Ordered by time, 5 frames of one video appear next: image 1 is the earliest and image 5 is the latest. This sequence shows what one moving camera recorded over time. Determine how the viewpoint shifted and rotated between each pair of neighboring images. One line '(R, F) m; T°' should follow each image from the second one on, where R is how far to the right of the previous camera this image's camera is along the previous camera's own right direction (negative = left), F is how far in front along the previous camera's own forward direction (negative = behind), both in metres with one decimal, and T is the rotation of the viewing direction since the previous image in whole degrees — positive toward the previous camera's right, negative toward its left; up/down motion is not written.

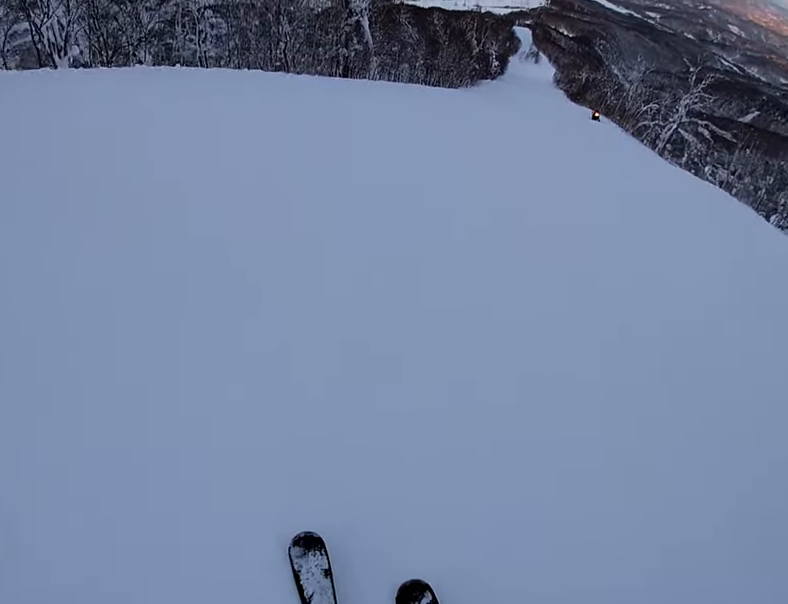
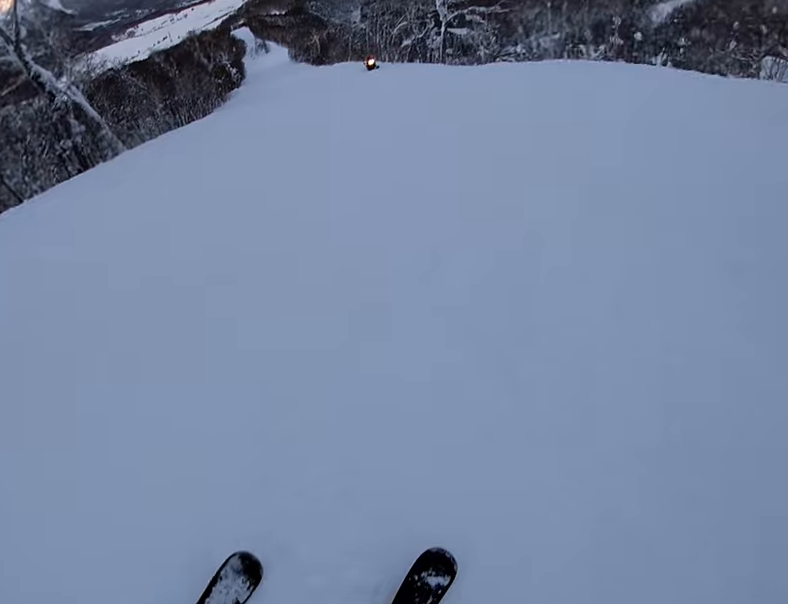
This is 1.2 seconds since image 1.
(0.0, +7.7) m; +1°
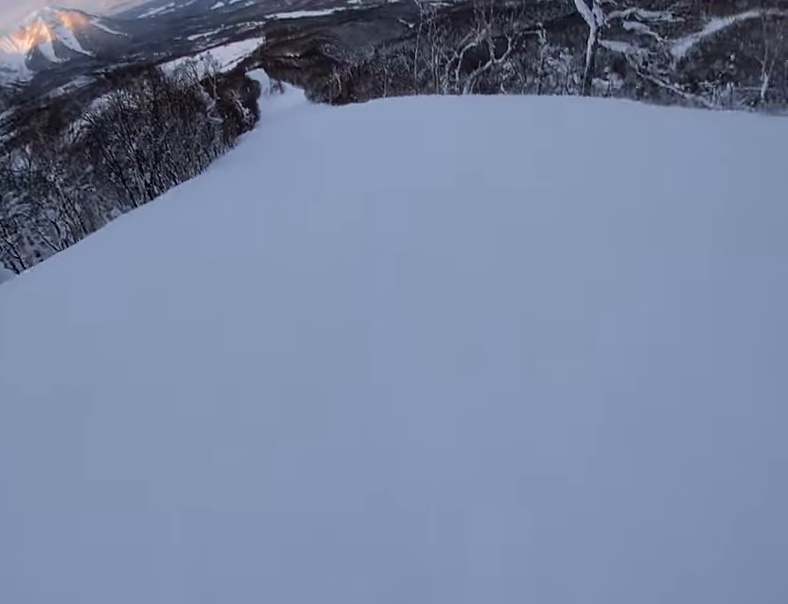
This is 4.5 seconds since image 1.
(-2.4, +22.0) m; +9°
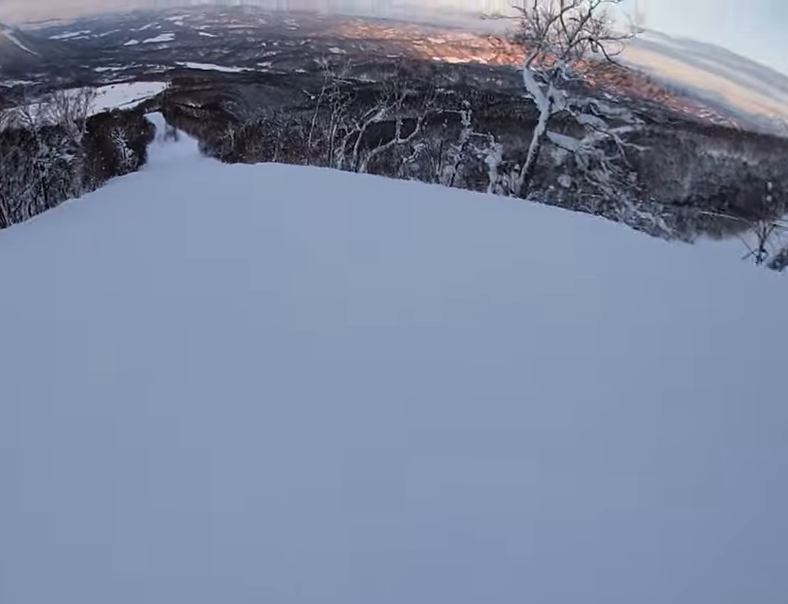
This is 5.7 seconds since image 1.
(+2.0, +8.9) m; +4°
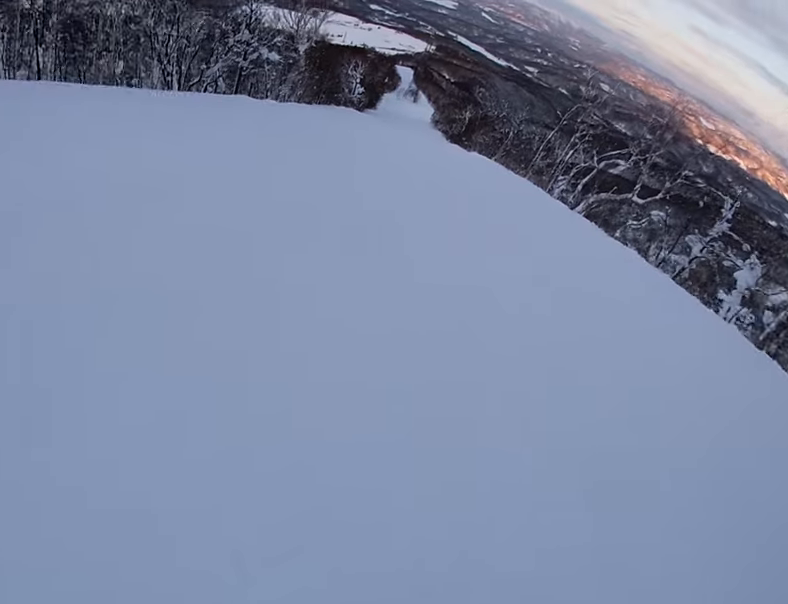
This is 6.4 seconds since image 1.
(-1.2, +5.5) m; -13°
